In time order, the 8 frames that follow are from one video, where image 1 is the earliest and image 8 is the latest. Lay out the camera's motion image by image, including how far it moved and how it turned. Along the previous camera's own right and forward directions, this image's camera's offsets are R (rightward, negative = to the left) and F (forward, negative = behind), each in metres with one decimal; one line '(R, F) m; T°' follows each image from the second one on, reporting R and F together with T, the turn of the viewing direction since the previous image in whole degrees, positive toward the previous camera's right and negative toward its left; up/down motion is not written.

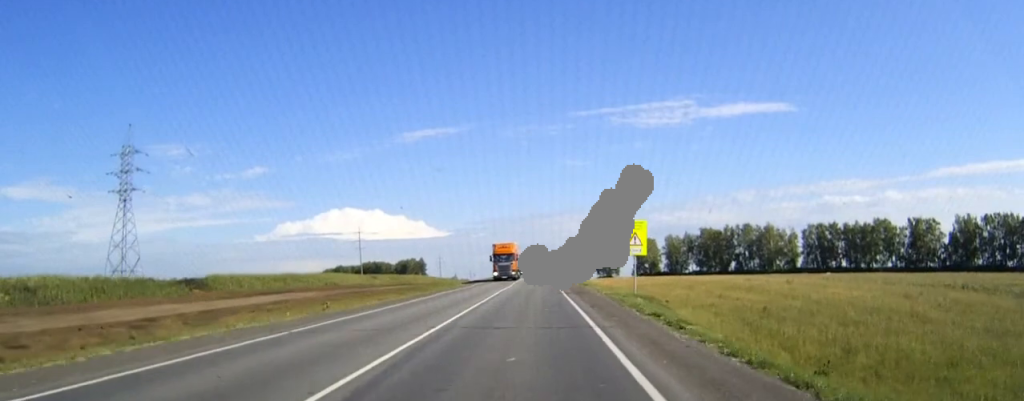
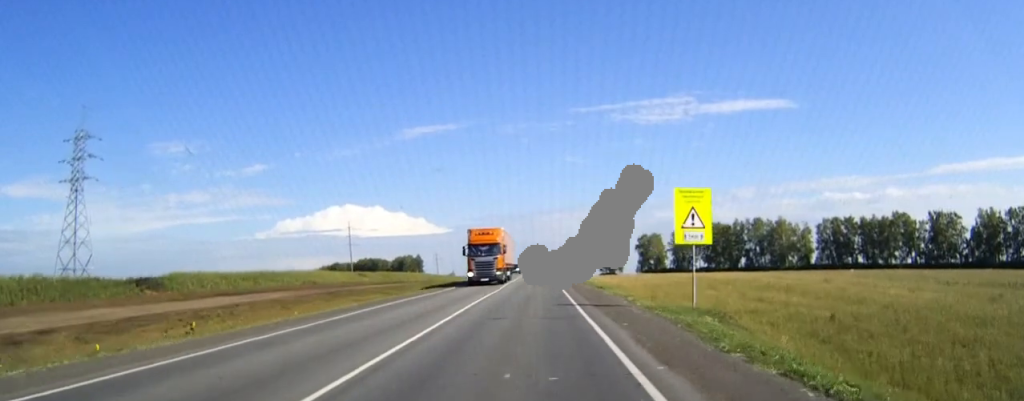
(0.0, +14.9) m; 0°
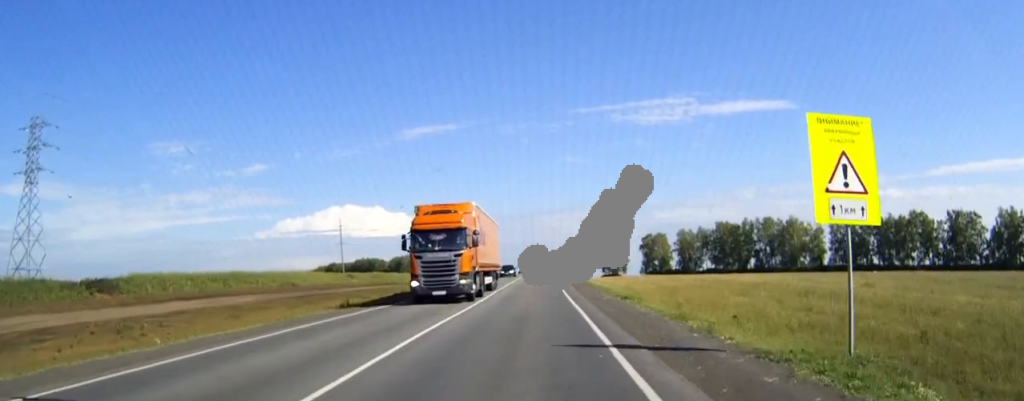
(0.0, +12.4) m; 0°
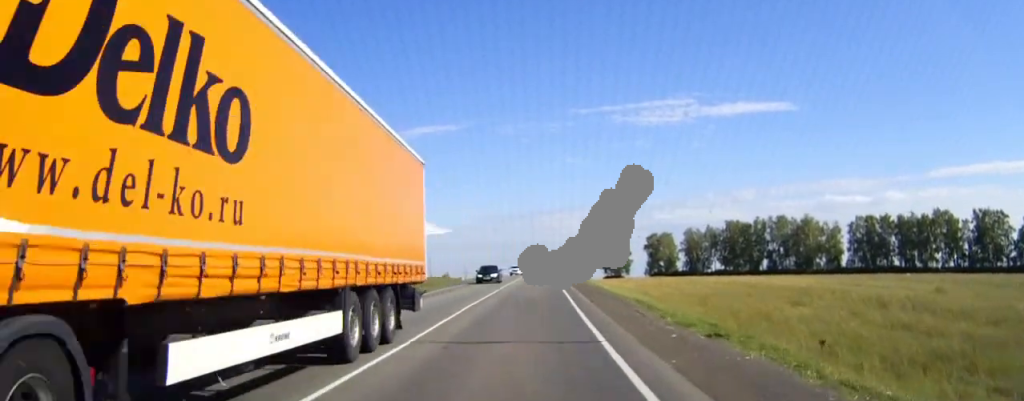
(0.0, +16.4) m; 0°
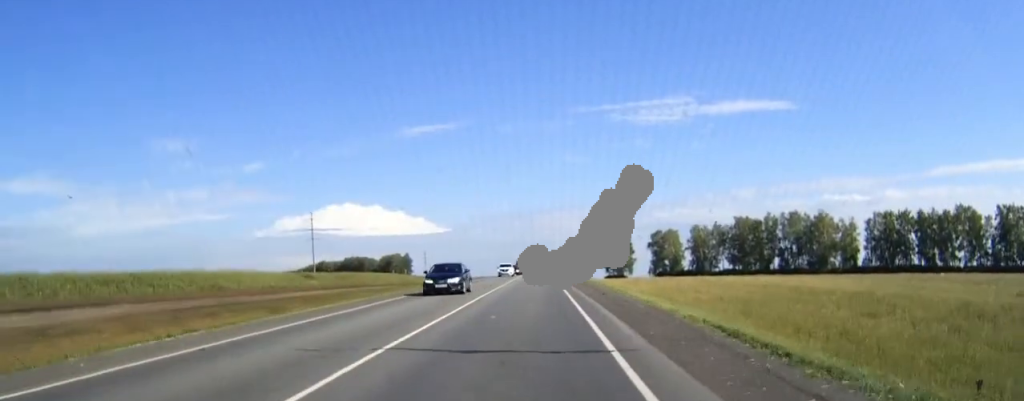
(0.0, +13.9) m; 0°
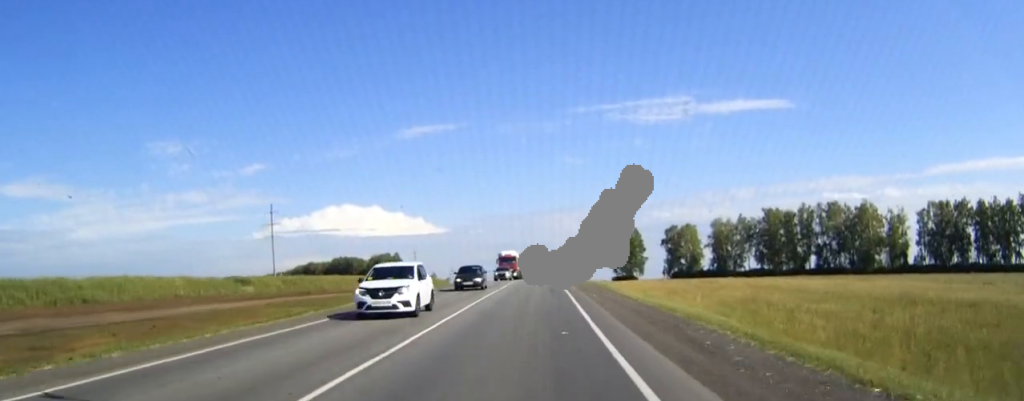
(+0.1, +34.2) m; 0°
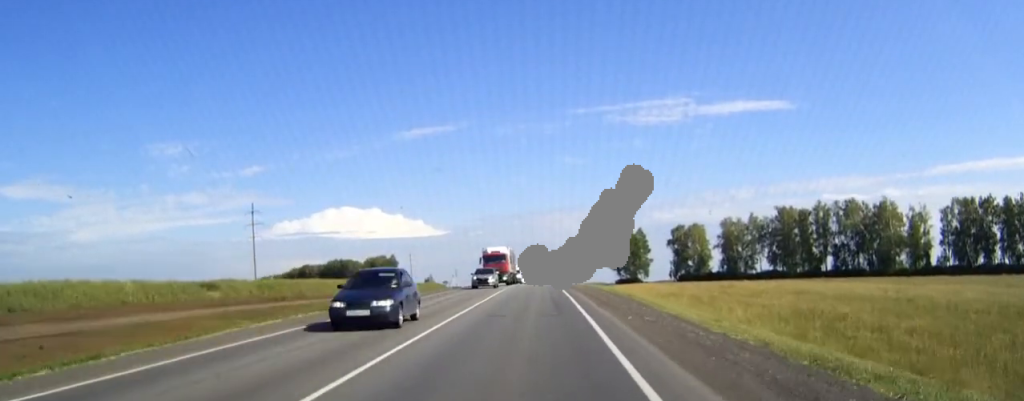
(0.0, +12.9) m; 0°
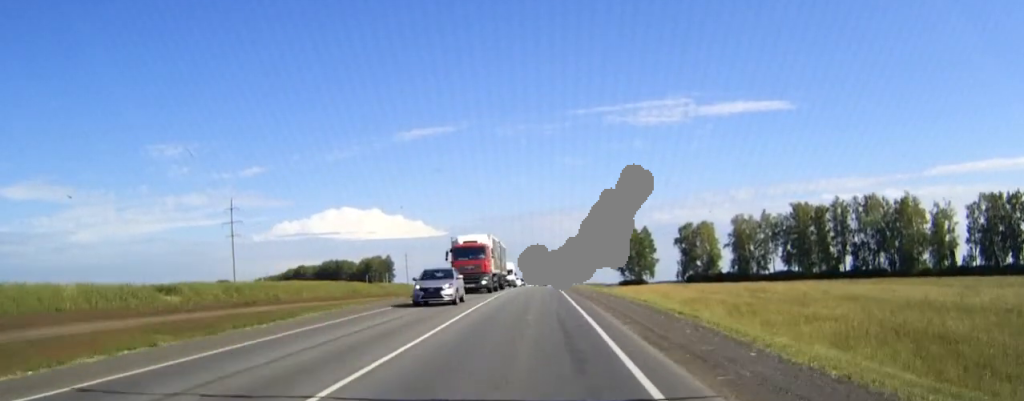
(0.0, +12.9) m; 0°
